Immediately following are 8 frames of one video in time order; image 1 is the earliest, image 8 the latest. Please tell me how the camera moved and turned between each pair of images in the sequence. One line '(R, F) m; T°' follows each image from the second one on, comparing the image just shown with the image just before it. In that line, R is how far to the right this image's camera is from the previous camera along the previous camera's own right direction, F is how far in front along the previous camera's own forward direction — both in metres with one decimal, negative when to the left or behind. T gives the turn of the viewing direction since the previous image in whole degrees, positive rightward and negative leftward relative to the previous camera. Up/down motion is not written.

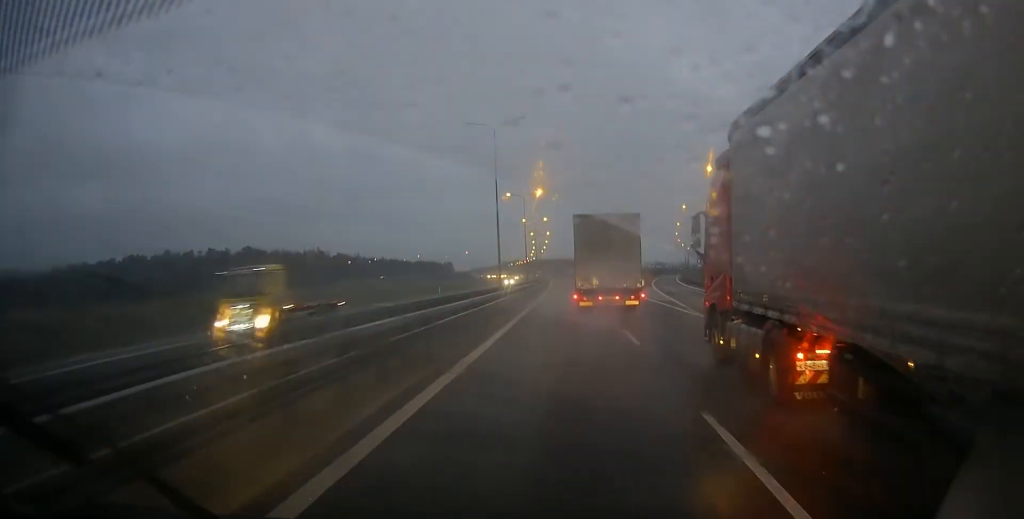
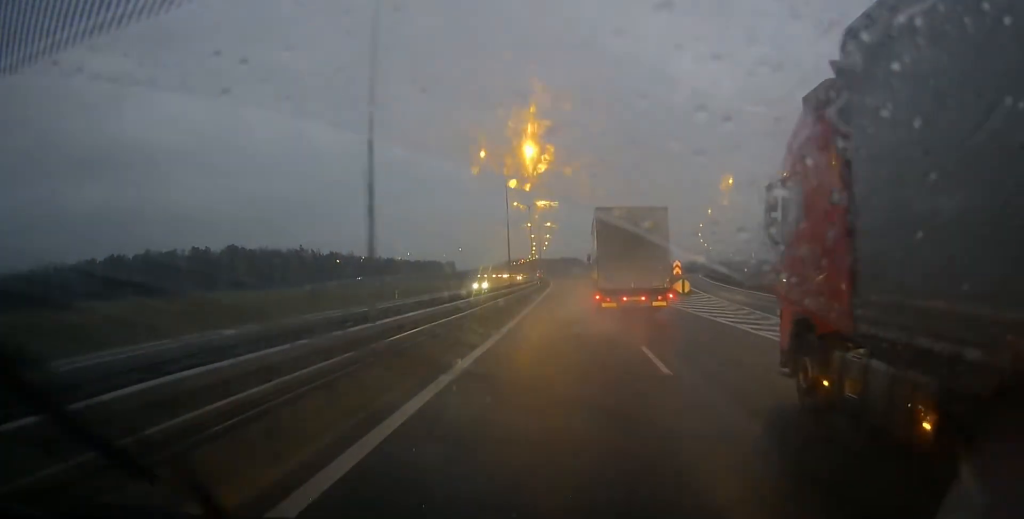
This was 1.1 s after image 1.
(-0.1, +28.5) m; -1°
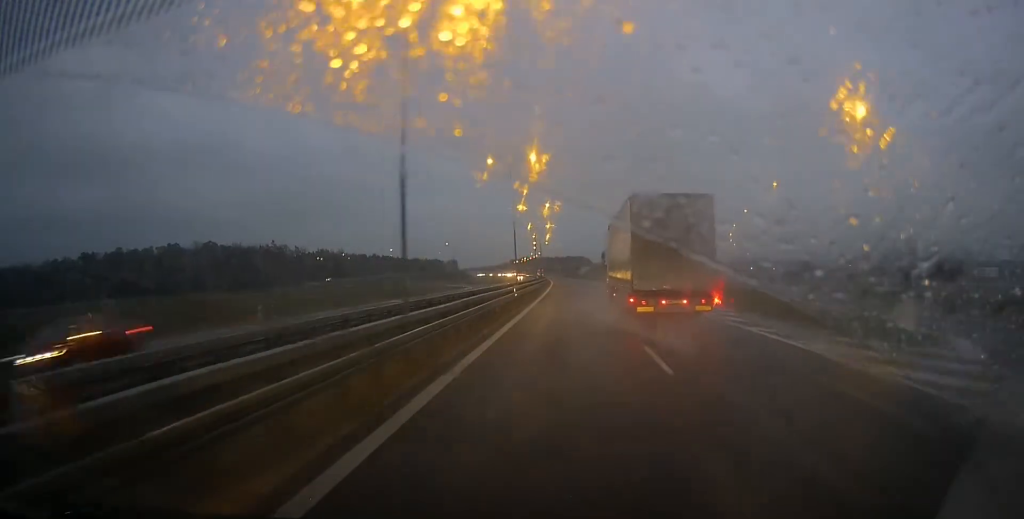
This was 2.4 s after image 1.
(-0.3, +35.6) m; -1°
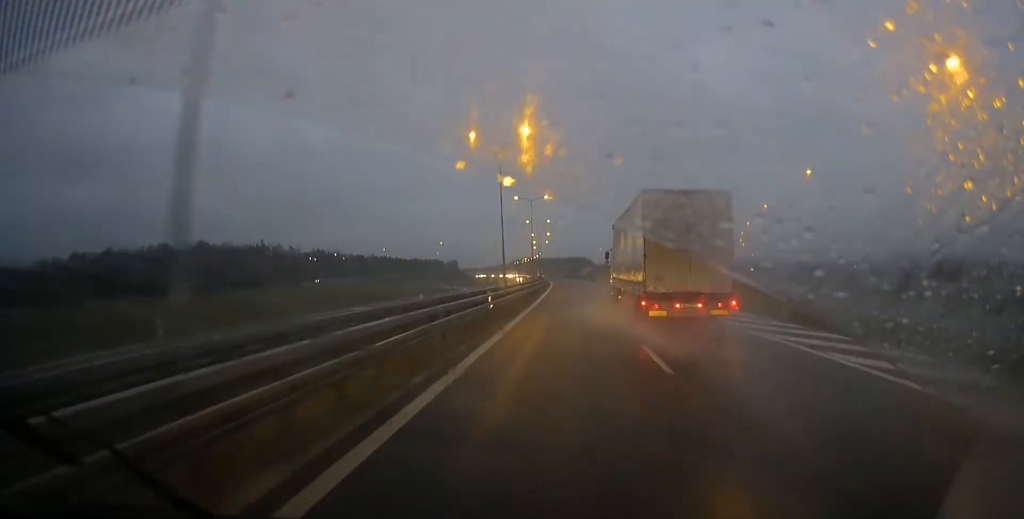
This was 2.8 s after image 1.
(0.0, +12.1) m; 0°
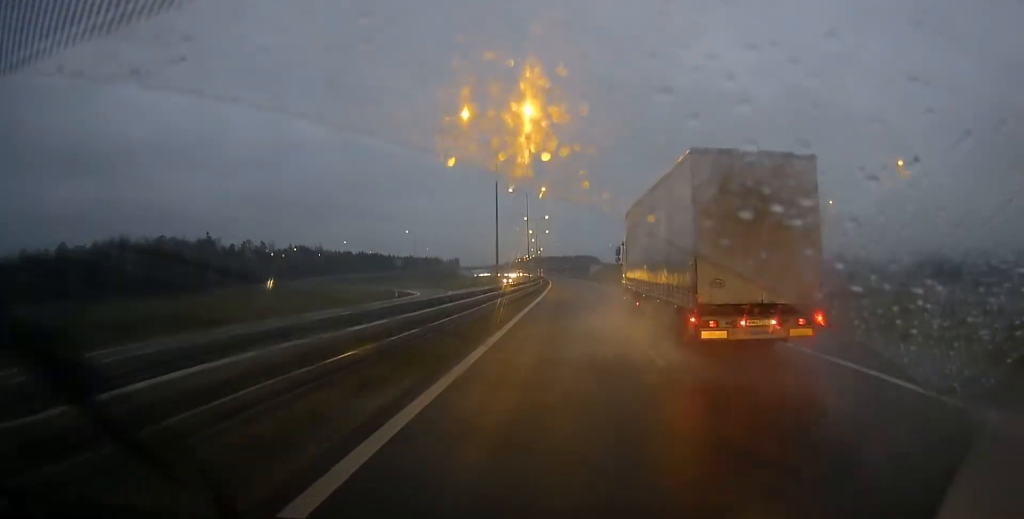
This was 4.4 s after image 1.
(0.0, +46.5) m; 0°
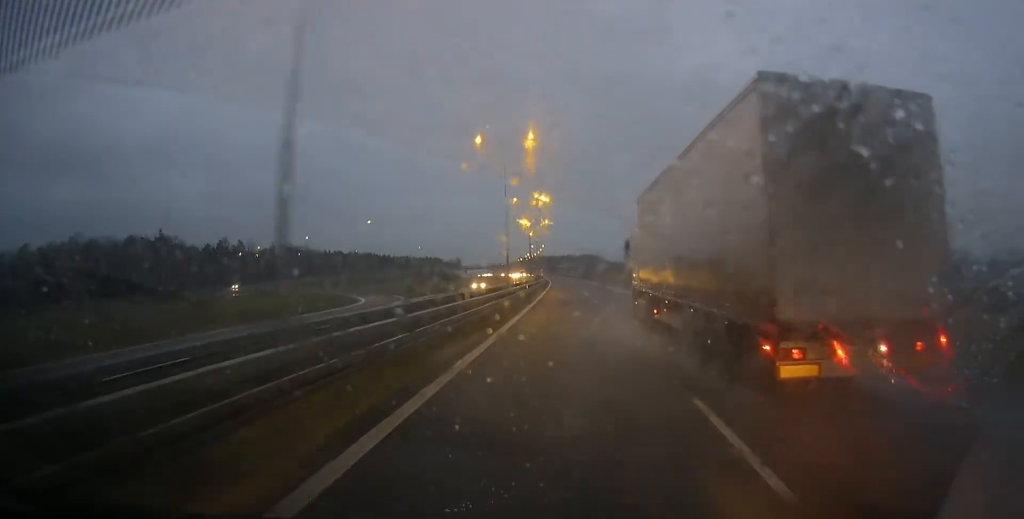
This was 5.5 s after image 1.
(-0.1, +31.3) m; -1°
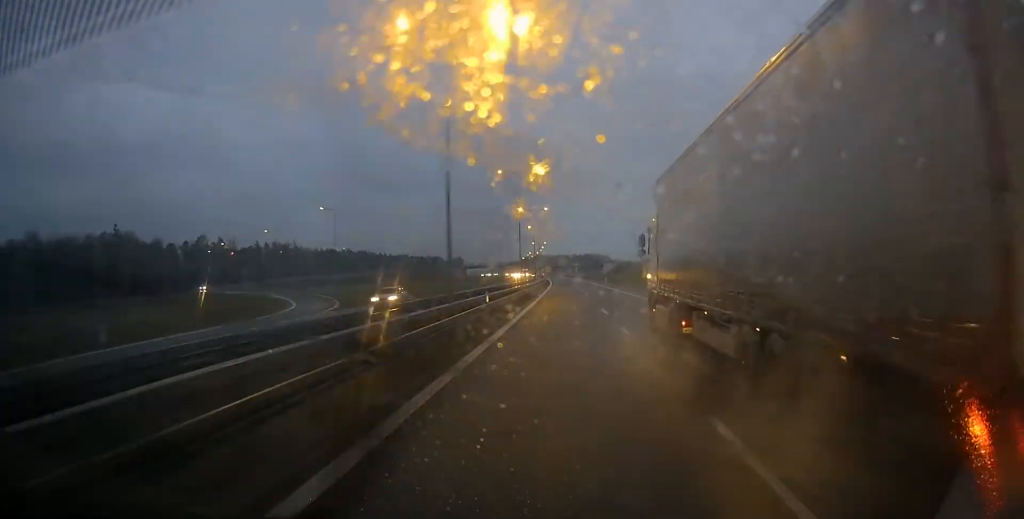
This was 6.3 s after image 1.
(-0.2, +24.5) m; -1°
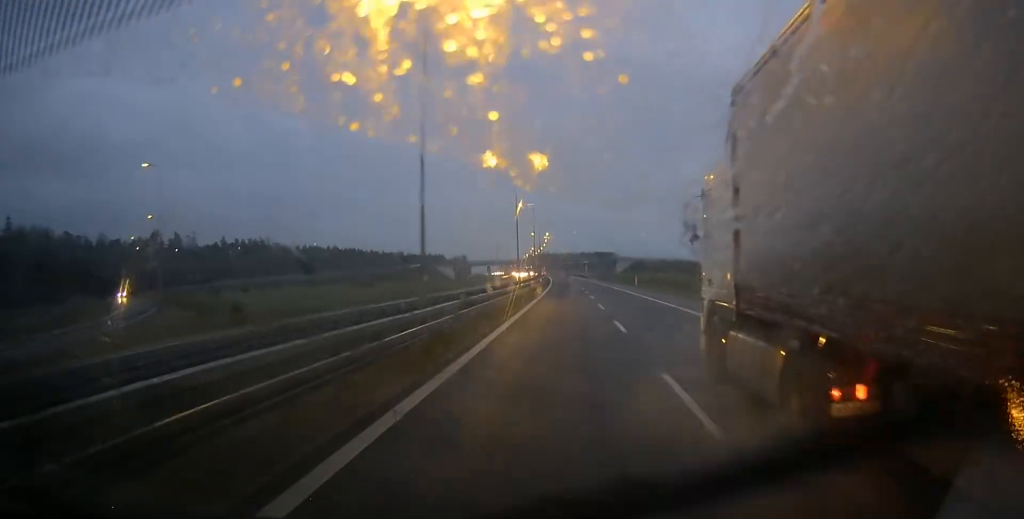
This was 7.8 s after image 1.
(-0.3, +44.1) m; -1°
